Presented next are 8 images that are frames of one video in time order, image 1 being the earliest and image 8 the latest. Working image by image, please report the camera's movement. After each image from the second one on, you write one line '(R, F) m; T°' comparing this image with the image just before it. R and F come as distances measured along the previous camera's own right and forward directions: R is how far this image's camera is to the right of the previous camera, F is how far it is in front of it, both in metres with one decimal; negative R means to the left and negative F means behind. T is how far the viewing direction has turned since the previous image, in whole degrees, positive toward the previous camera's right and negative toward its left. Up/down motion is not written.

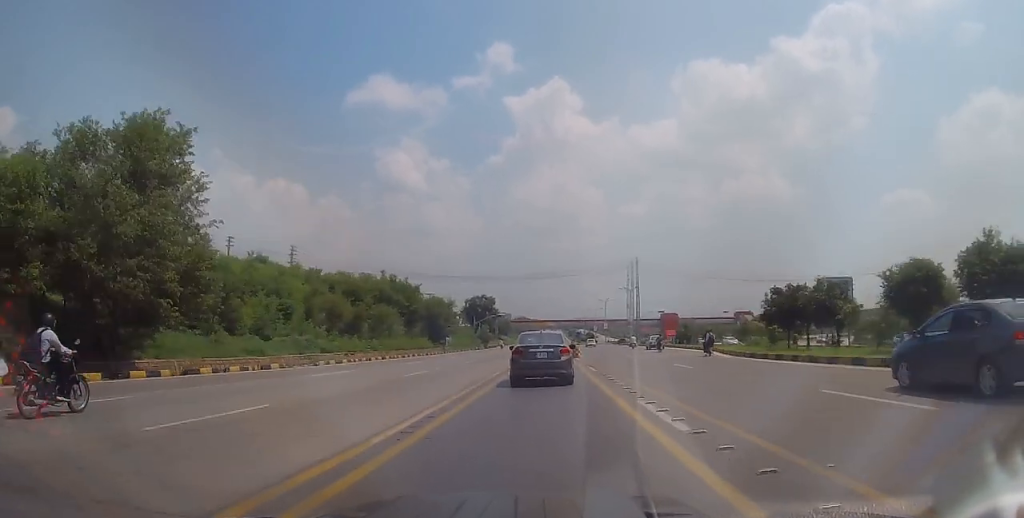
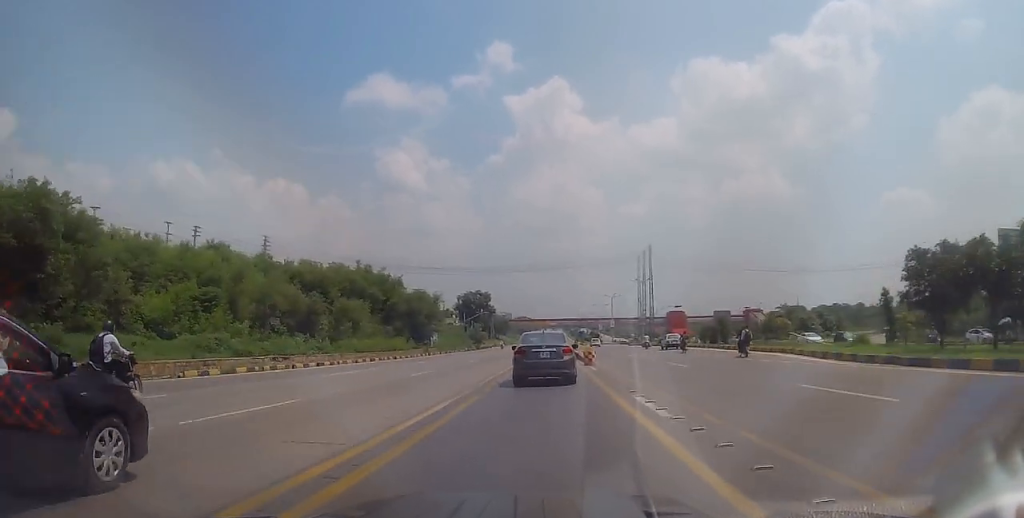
(+0.1, +14.9) m; +1°
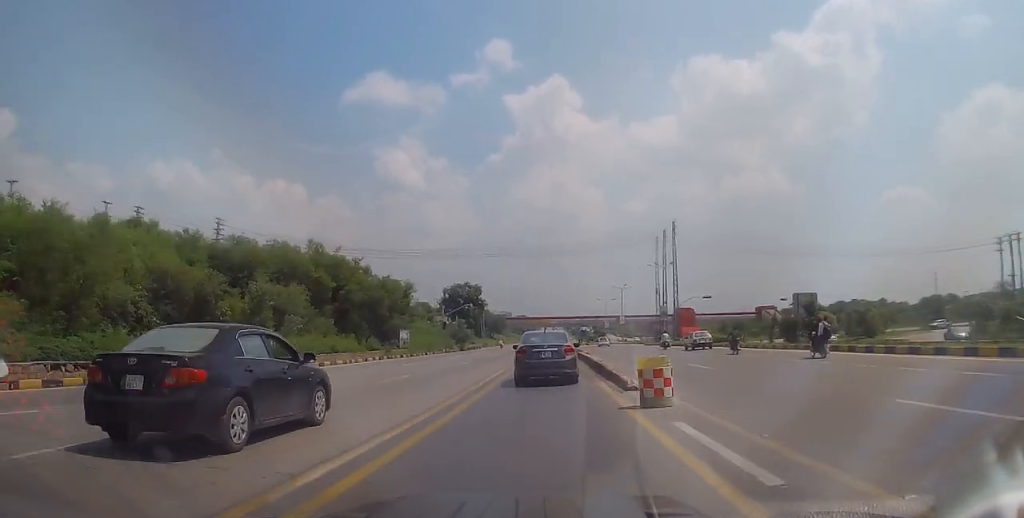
(+0.1, +19.5) m; 0°
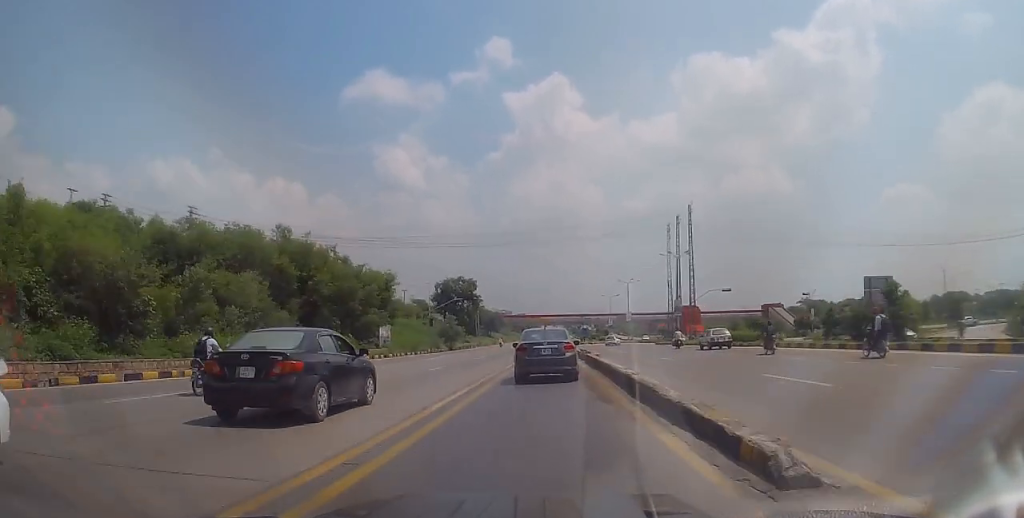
(-0.2, +9.4) m; 0°
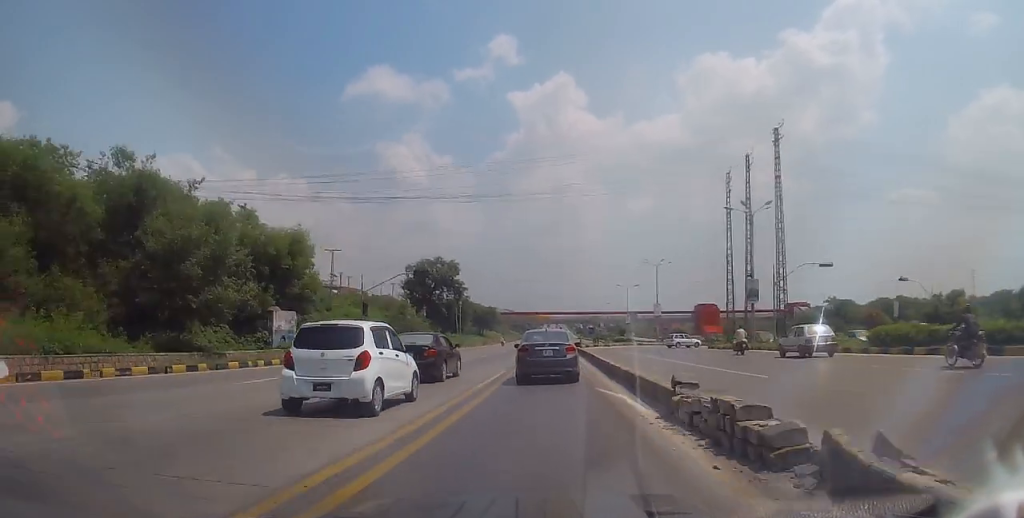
(+0.2, +27.3) m; 0°
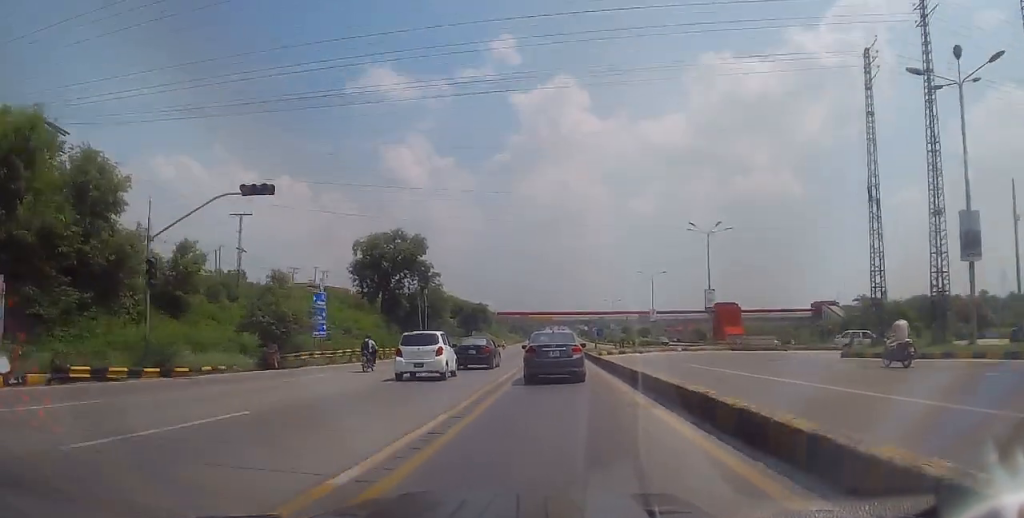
(+0.3, +26.2) m; +2°
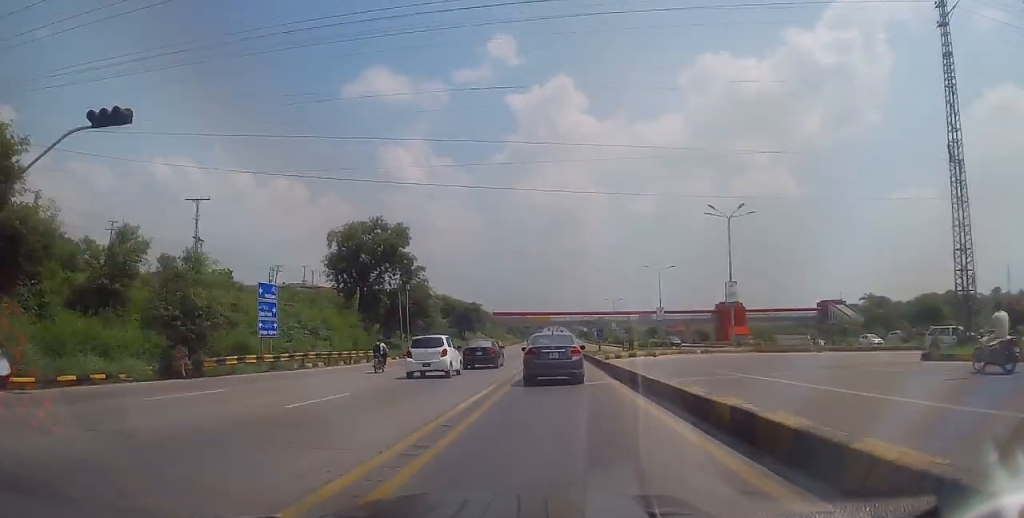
(0.0, +7.4) m; 0°
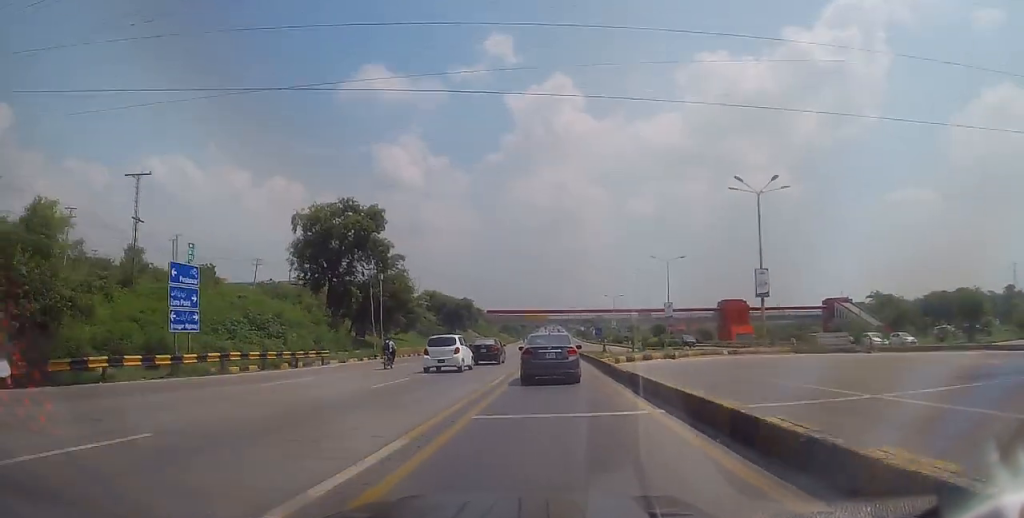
(+0.1, +8.0) m; 0°
